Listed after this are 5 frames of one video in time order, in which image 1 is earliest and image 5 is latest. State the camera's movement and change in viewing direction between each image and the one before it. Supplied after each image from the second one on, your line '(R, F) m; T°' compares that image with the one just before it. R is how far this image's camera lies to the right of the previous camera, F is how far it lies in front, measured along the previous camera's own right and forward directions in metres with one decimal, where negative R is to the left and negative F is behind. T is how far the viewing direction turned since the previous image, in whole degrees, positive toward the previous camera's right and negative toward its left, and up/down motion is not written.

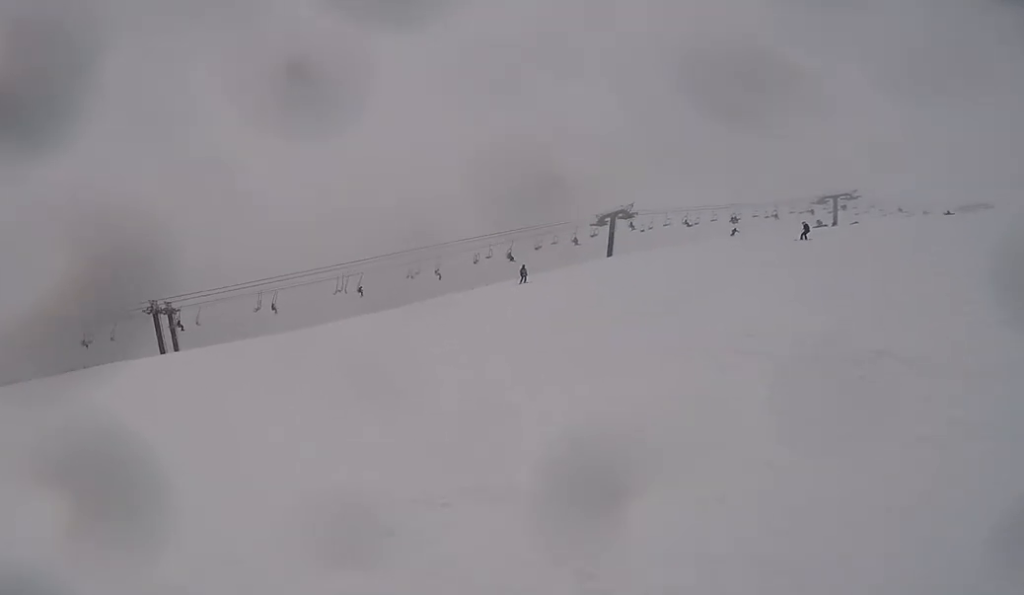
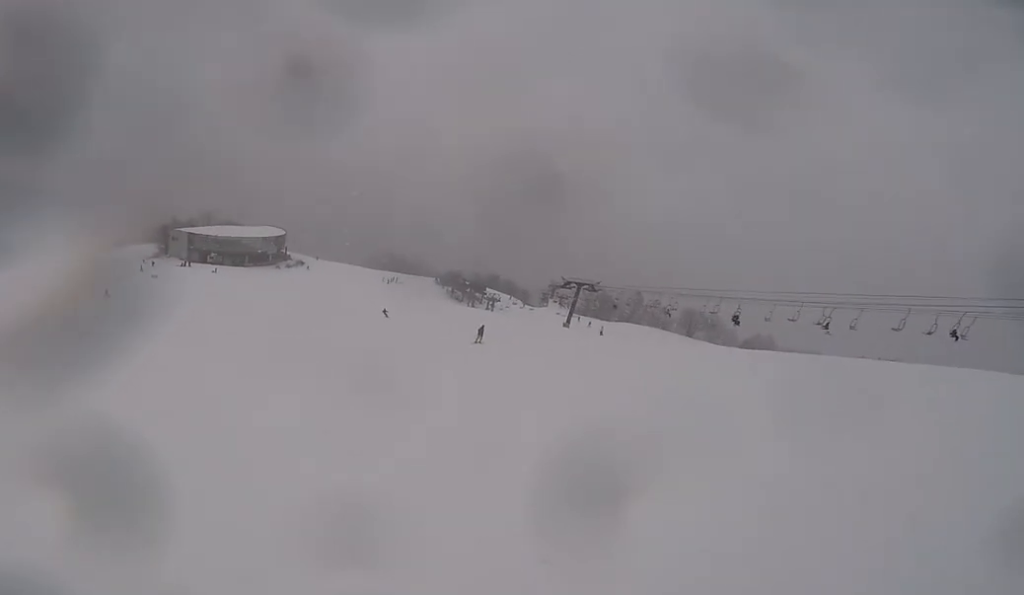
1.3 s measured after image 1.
(-0.4, +6.7) m; -1°
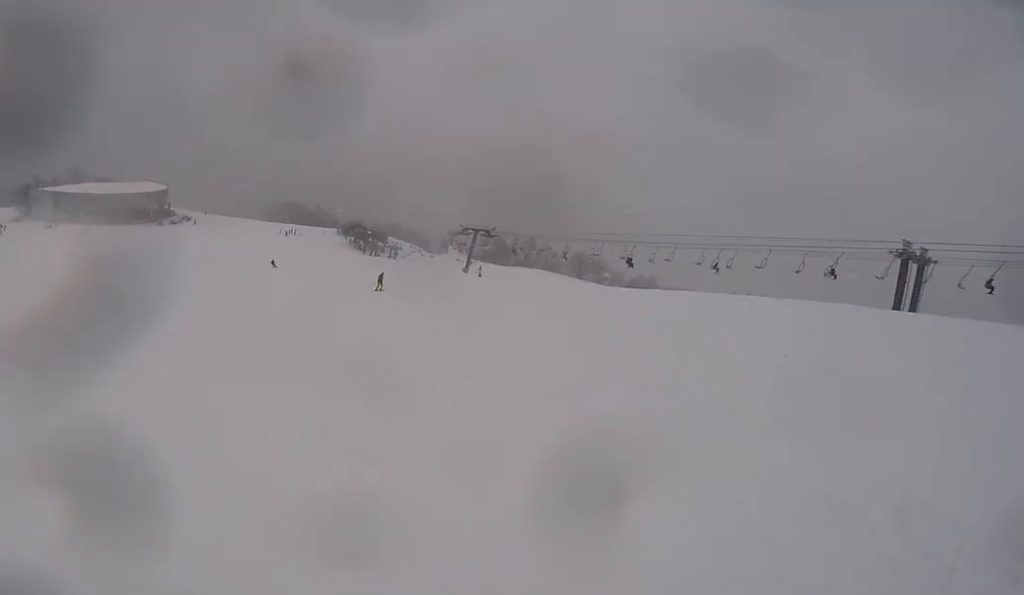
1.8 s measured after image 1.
(+0.7, +2.9) m; -1°
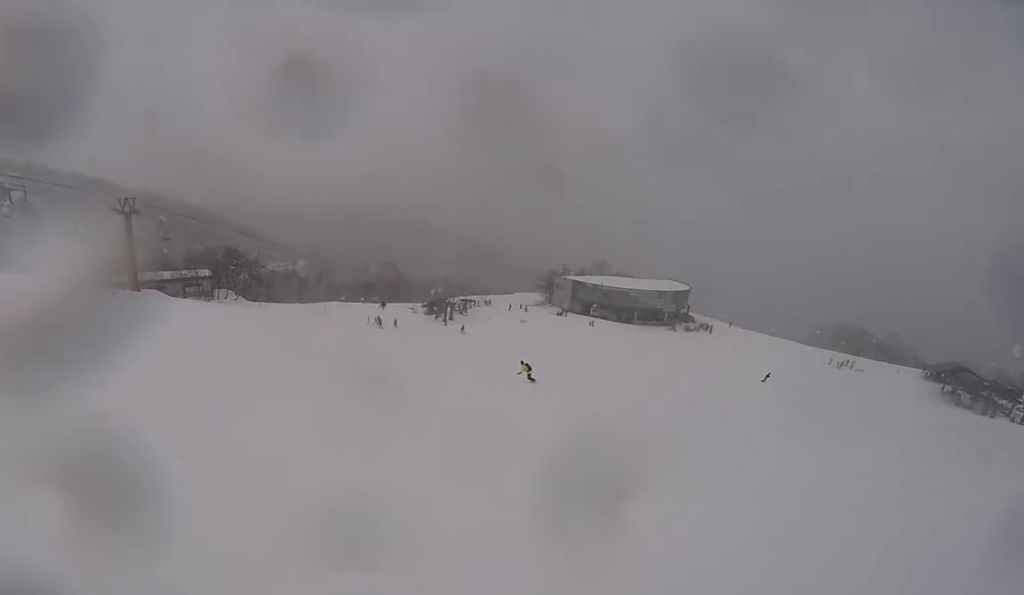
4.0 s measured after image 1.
(-5.9, +11.5) m; -54°
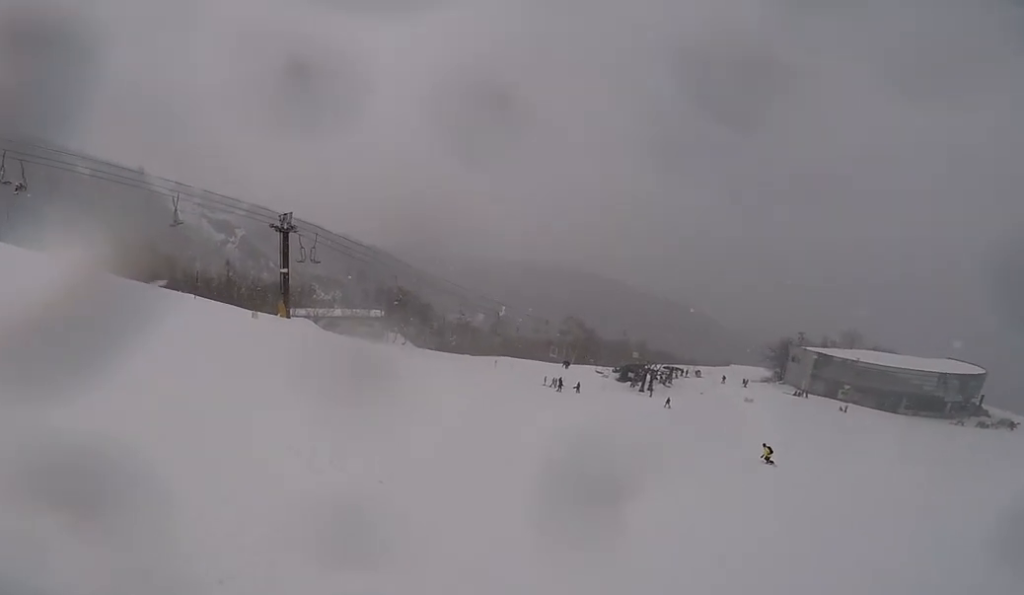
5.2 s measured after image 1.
(-2.5, +7.0) m; -31°
